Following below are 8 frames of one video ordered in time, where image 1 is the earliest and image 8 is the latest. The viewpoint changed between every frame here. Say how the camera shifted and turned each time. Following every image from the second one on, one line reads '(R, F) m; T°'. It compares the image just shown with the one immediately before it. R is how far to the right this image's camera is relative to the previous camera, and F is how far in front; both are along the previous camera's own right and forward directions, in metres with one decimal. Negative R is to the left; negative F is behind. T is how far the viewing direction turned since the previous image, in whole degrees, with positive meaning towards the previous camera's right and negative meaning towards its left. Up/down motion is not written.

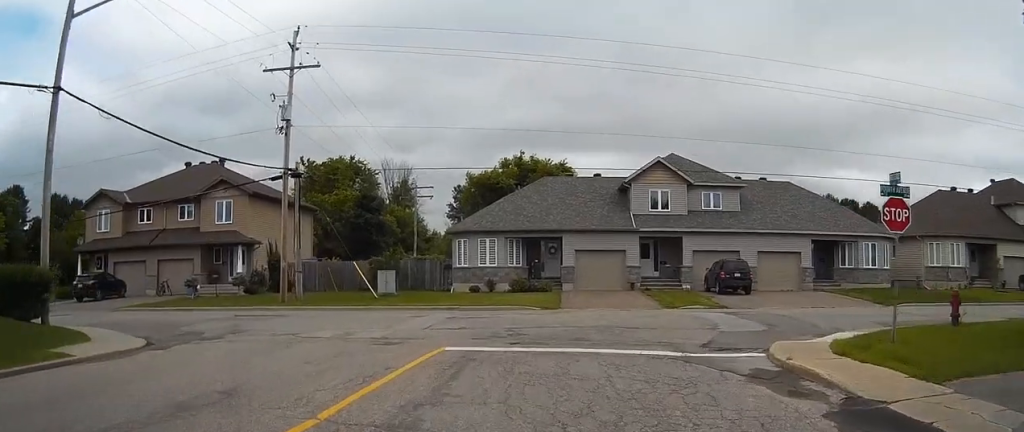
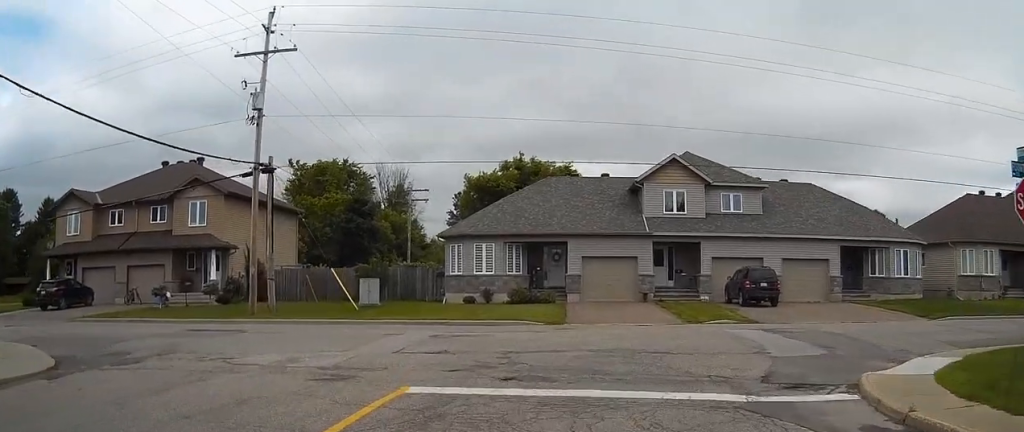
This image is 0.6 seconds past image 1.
(-0.1, +4.0) m; -1°
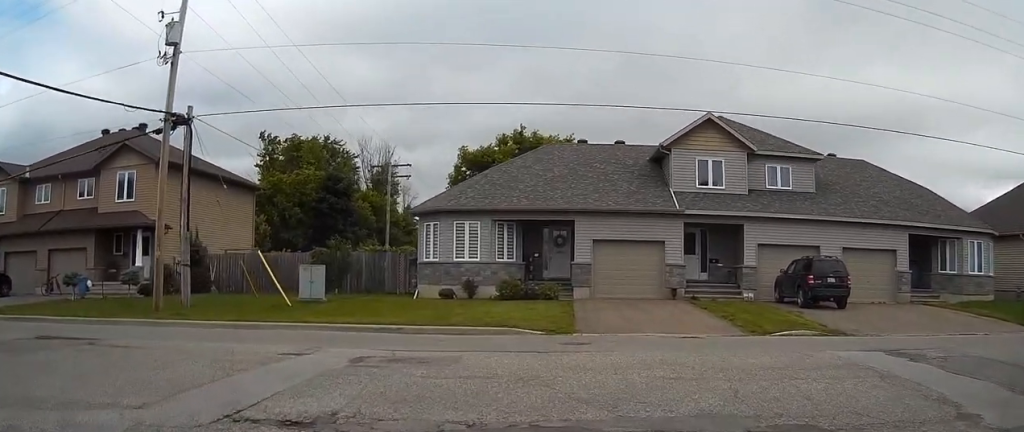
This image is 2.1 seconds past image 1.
(0.0, +7.7) m; -1°
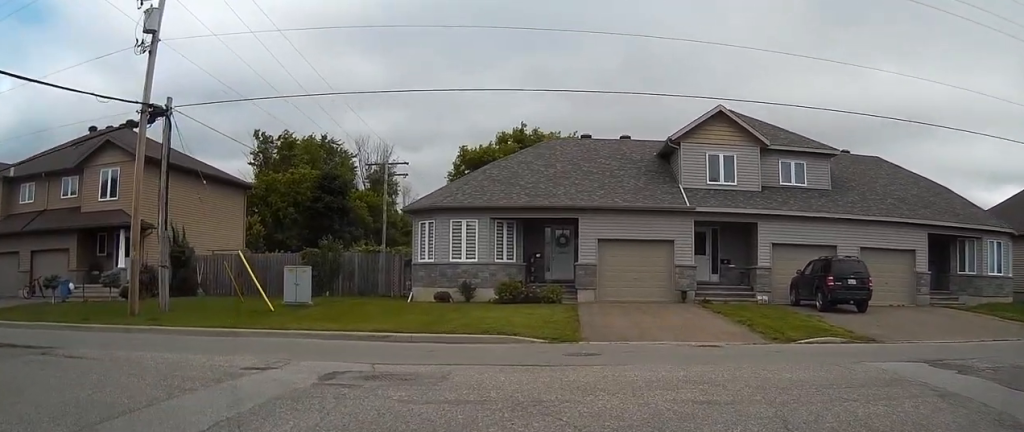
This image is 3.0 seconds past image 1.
(0.0, +2.8) m; -5°
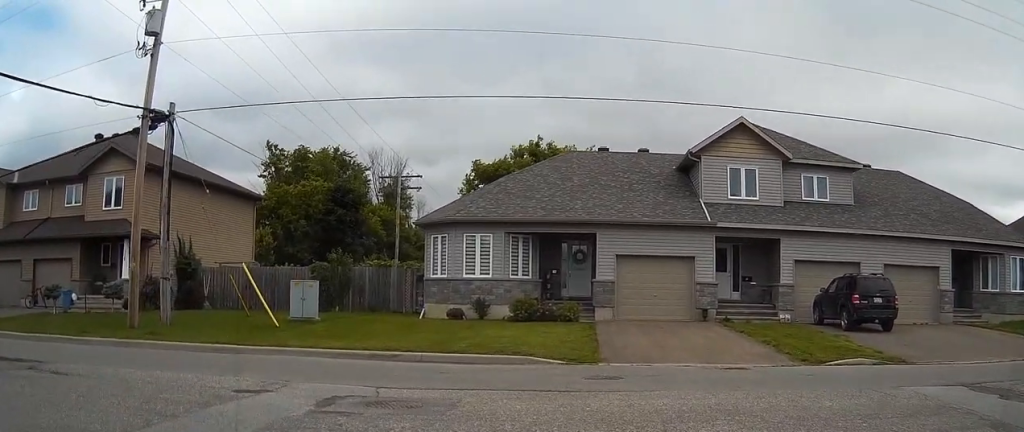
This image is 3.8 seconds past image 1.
(-0.1, +1.9) m; -12°
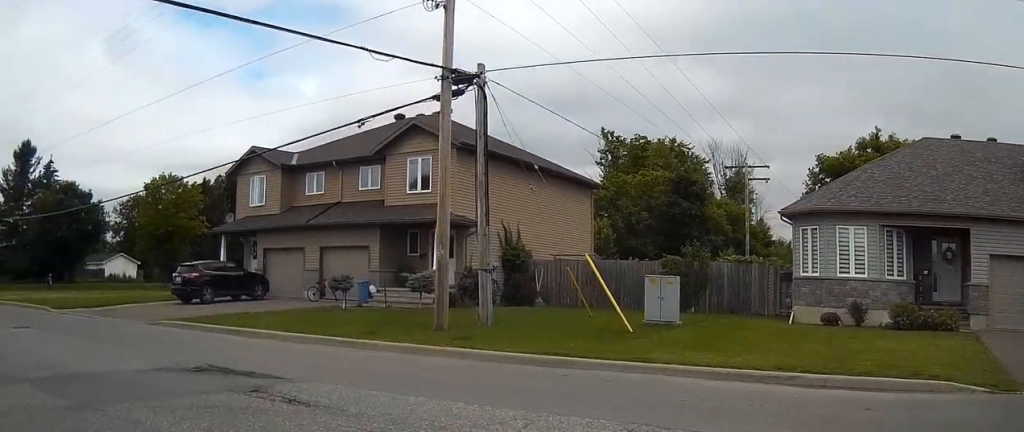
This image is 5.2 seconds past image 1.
(-1.0, +3.1) m; -31°
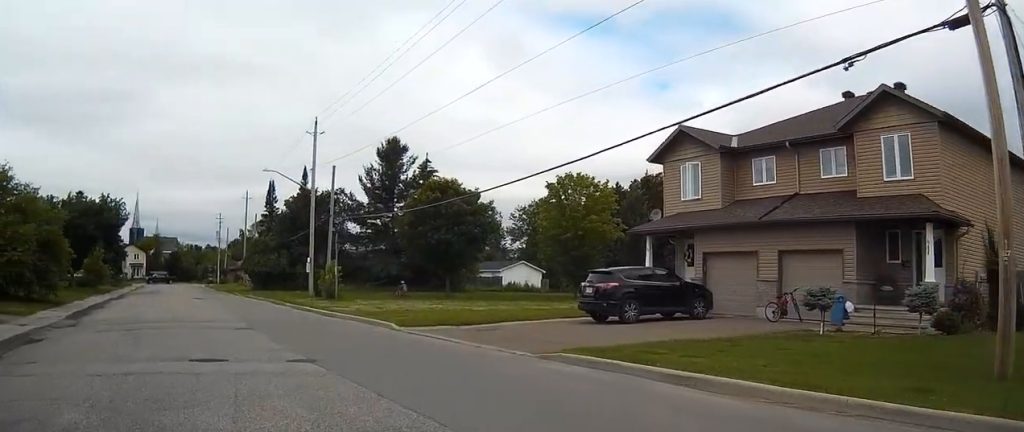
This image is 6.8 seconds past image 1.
(-1.3, +5.8) m; -19°
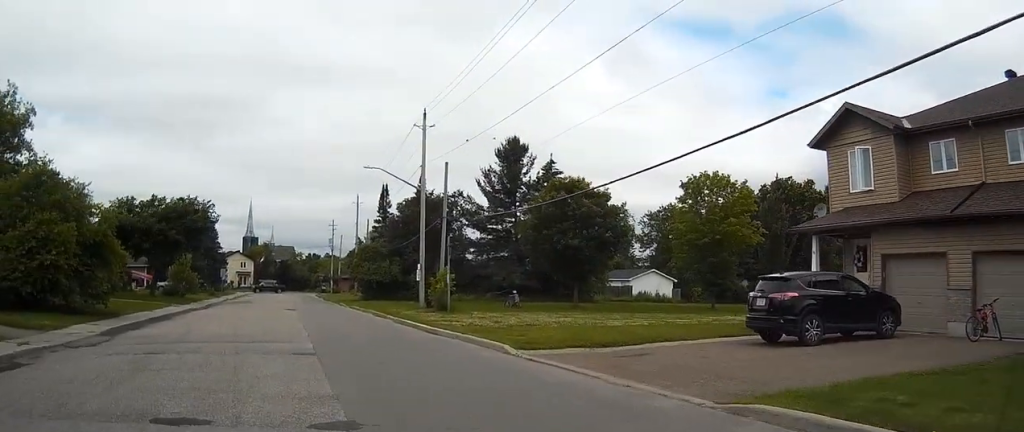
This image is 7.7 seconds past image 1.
(-0.2, +4.7) m; -7°
